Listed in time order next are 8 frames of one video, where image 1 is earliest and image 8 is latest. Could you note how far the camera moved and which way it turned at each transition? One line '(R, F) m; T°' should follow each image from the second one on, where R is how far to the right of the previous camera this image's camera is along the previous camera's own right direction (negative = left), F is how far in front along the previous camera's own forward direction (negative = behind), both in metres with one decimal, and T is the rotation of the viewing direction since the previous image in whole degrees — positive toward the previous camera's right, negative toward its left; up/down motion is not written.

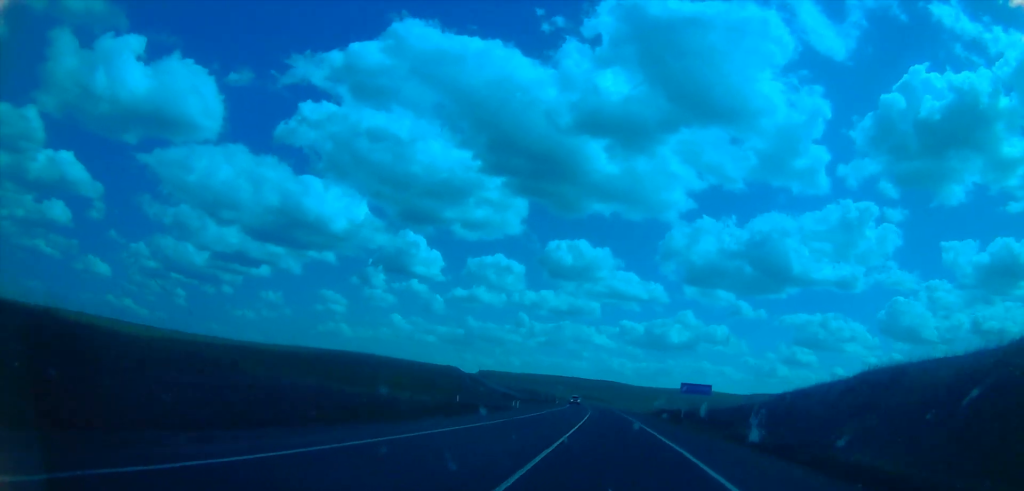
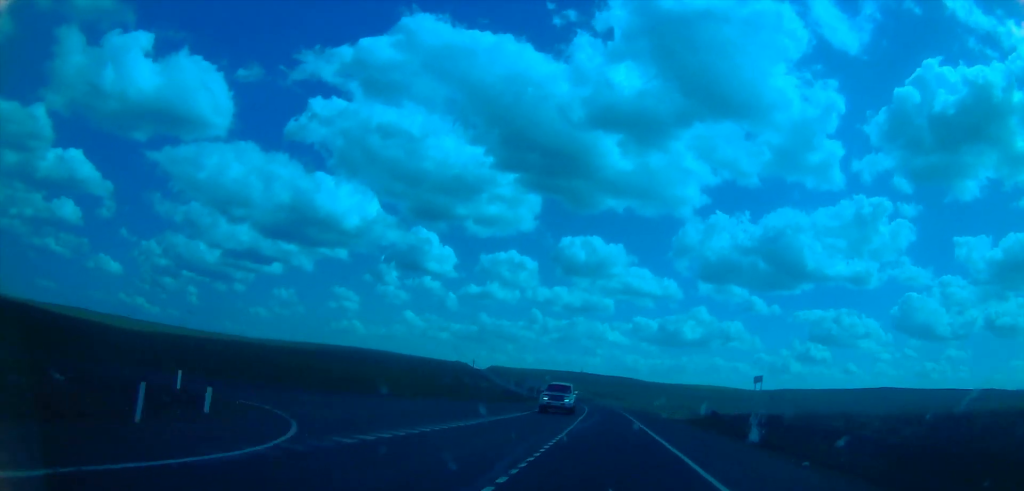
(-1.0, +42.2) m; -1°
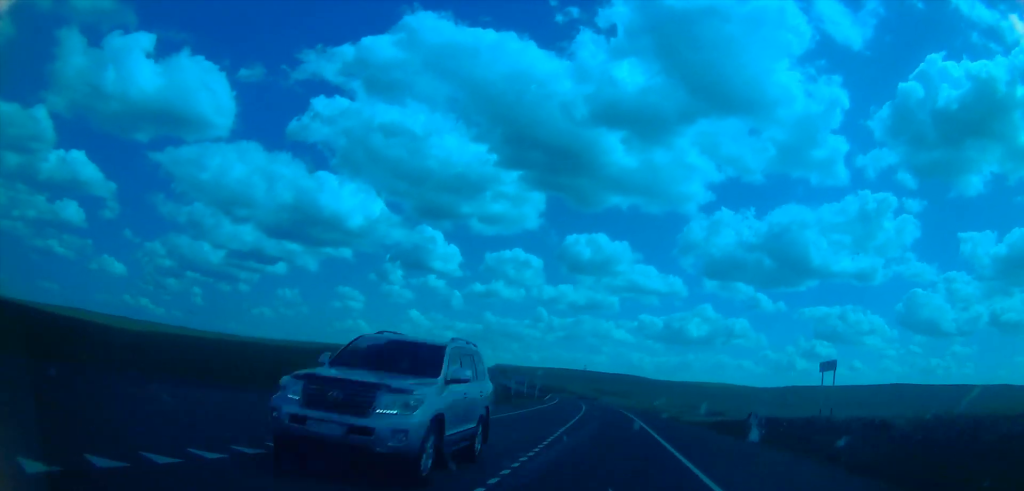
(0.0, +14.5) m; -1°
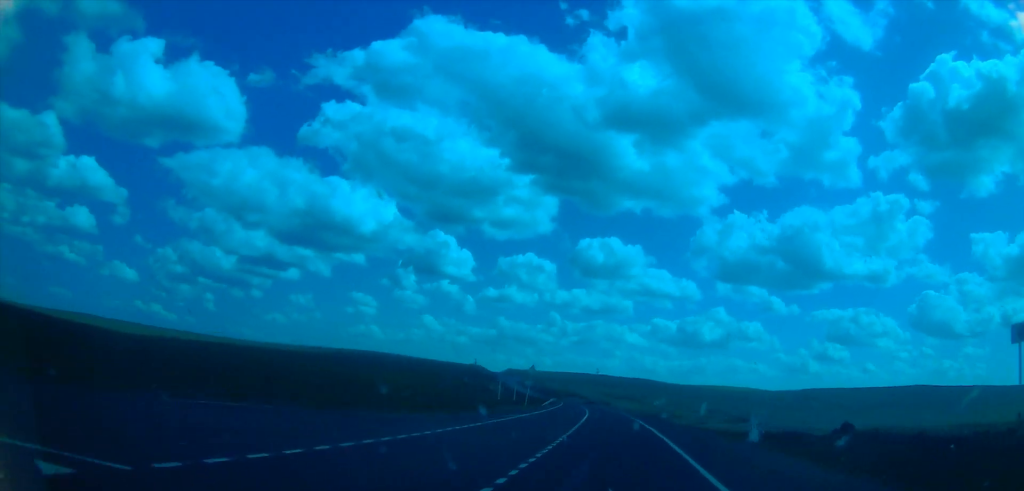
(+0.1, +16.4) m; -1°
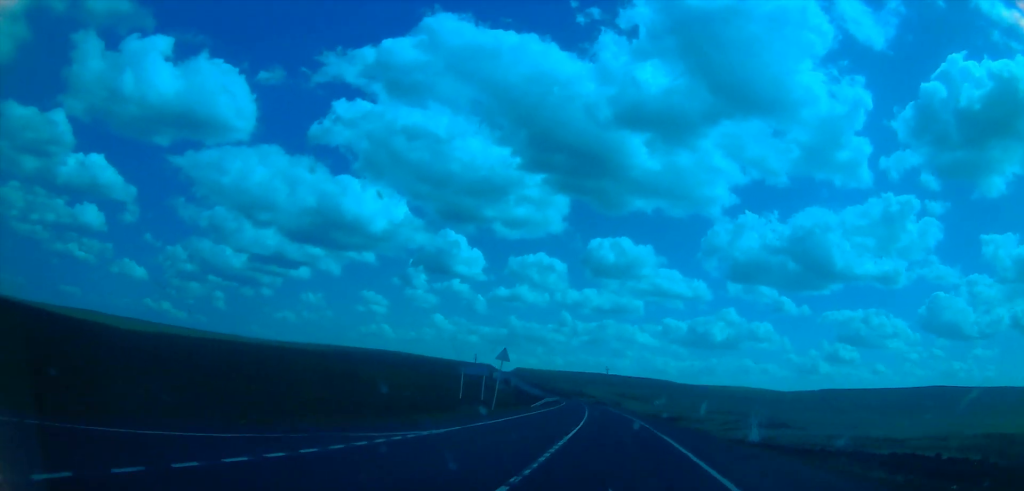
(-0.8, +18.2) m; -1°
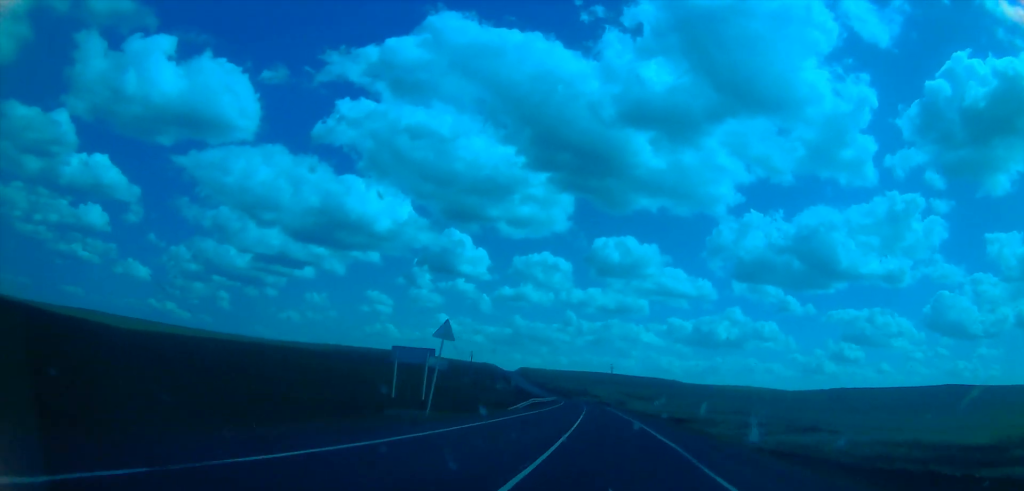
(-0.1, +13.5) m; 0°
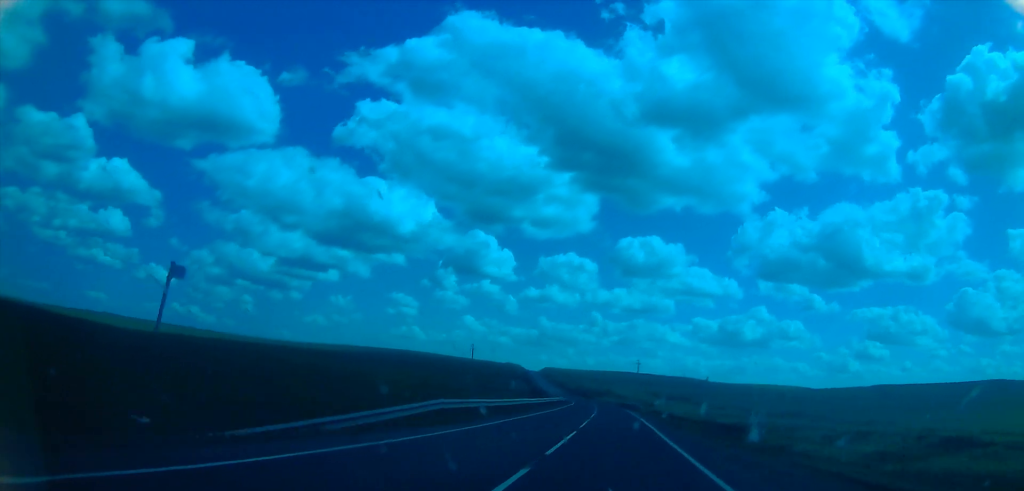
(+0.2, +33.3) m; -1°
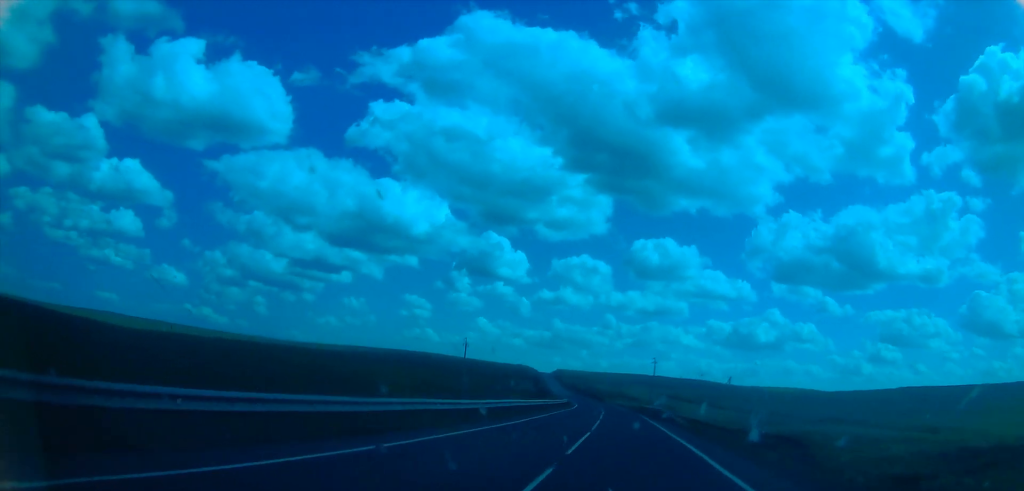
(-0.4, +23.6) m; -2°
